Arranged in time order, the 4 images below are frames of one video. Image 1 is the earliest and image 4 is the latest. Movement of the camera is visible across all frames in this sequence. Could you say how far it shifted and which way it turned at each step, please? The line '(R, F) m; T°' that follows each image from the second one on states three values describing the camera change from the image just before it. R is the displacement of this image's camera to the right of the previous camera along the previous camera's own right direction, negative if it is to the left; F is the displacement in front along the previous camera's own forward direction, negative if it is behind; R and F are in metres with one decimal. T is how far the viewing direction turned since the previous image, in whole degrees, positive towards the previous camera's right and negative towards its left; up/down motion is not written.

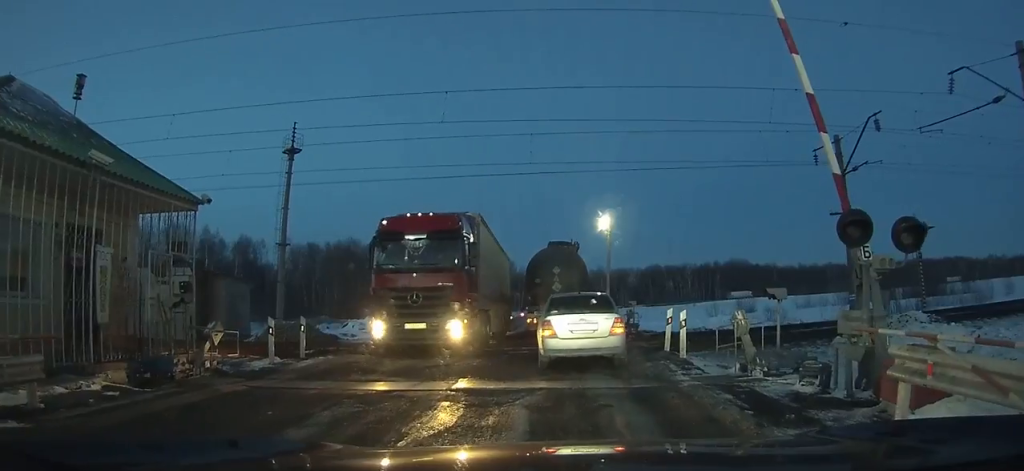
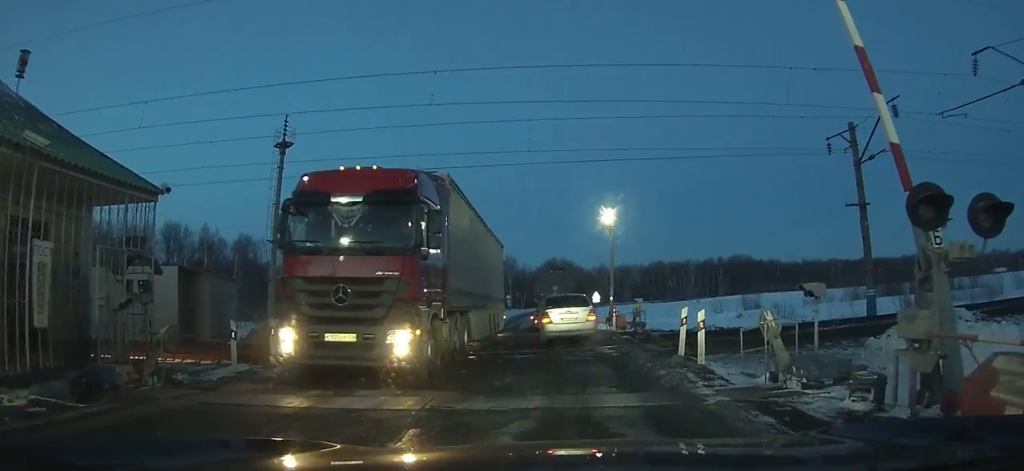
(0.0, +2.9) m; -2°
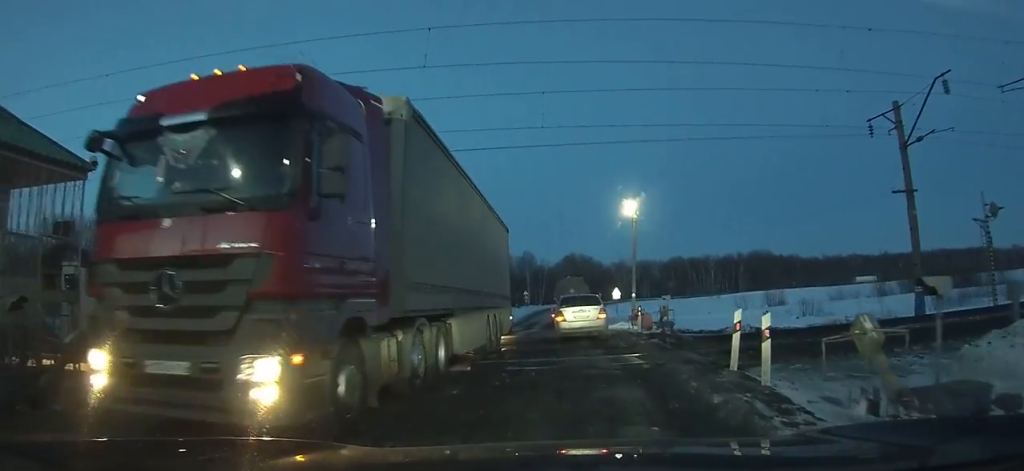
(0.0, +1.9) m; -1°
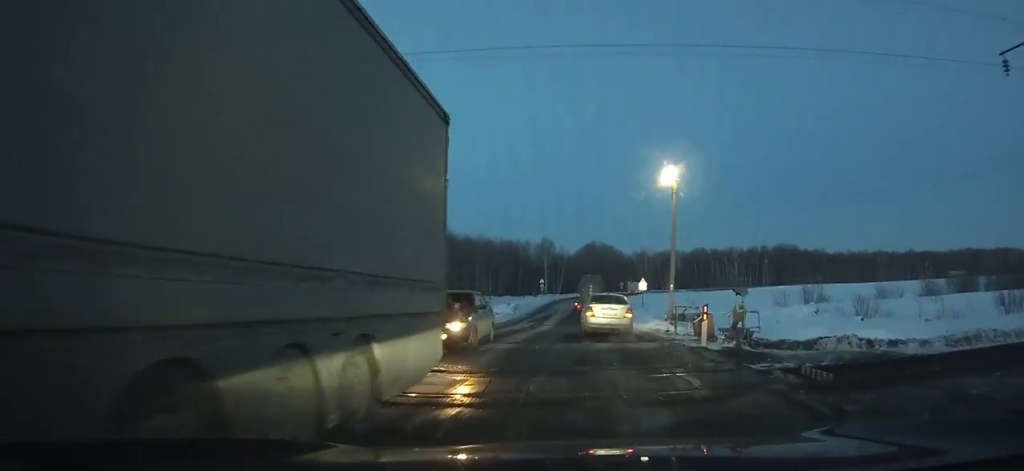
(-0.1, +5.5) m; -2°
